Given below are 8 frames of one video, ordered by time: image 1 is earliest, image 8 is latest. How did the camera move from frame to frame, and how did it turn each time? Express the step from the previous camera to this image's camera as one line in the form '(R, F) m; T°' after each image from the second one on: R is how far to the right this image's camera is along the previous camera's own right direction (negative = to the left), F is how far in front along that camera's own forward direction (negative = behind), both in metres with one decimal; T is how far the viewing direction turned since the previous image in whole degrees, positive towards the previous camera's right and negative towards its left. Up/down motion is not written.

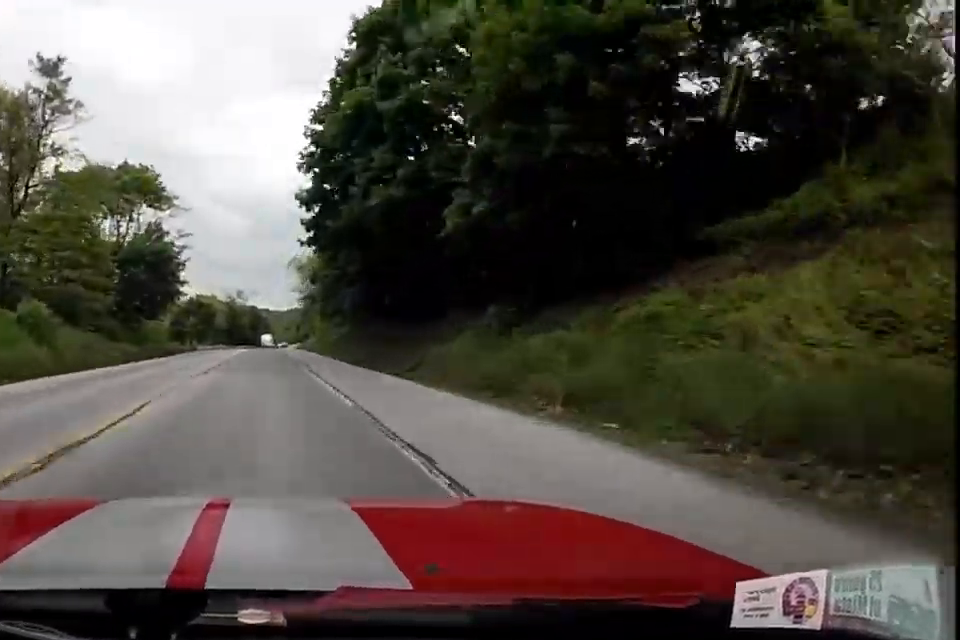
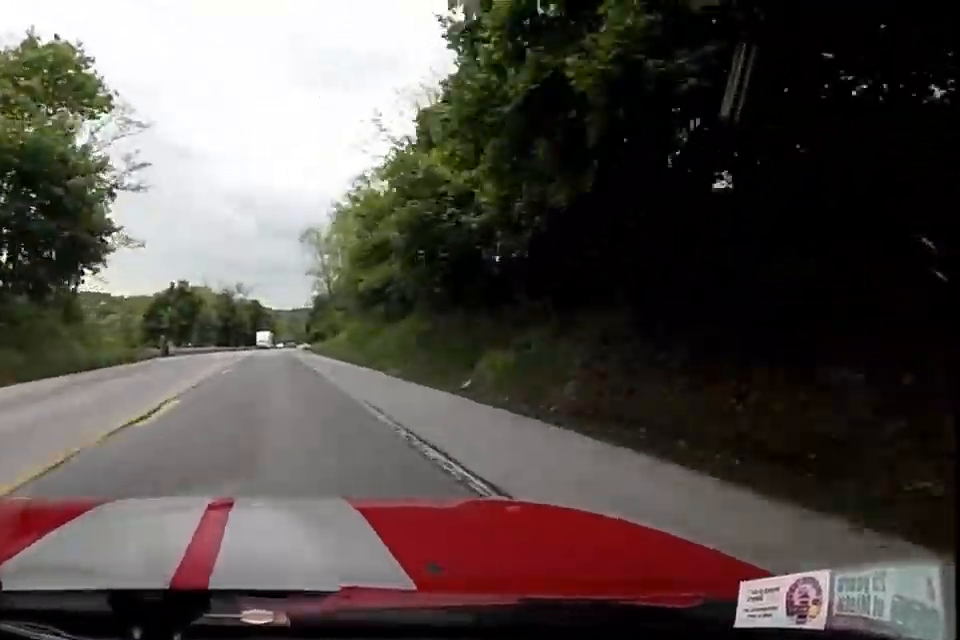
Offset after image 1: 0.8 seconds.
(0.0, +23.3) m; +1°
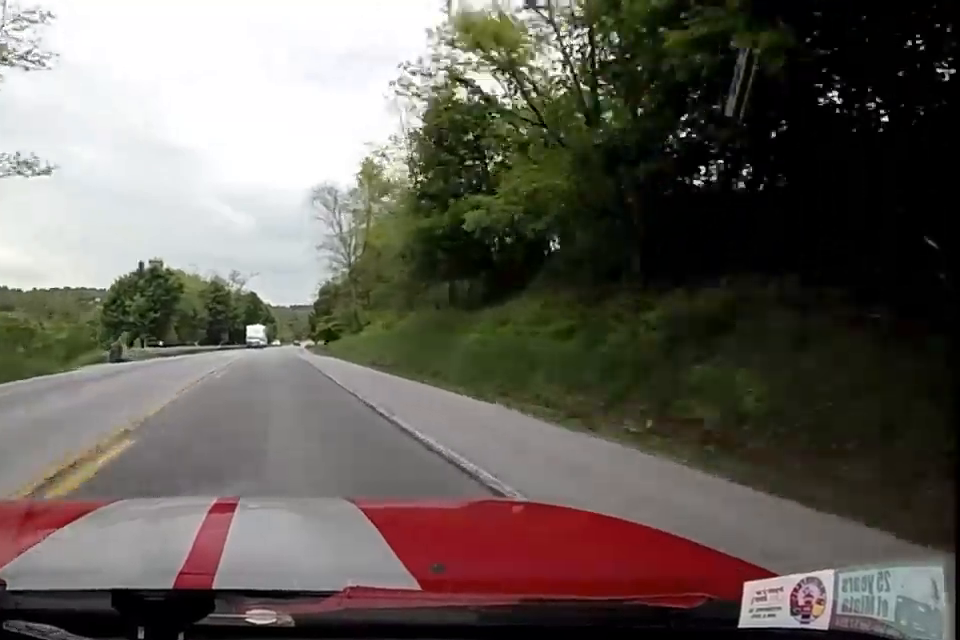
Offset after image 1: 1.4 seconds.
(+0.1, +16.8) m; 0°
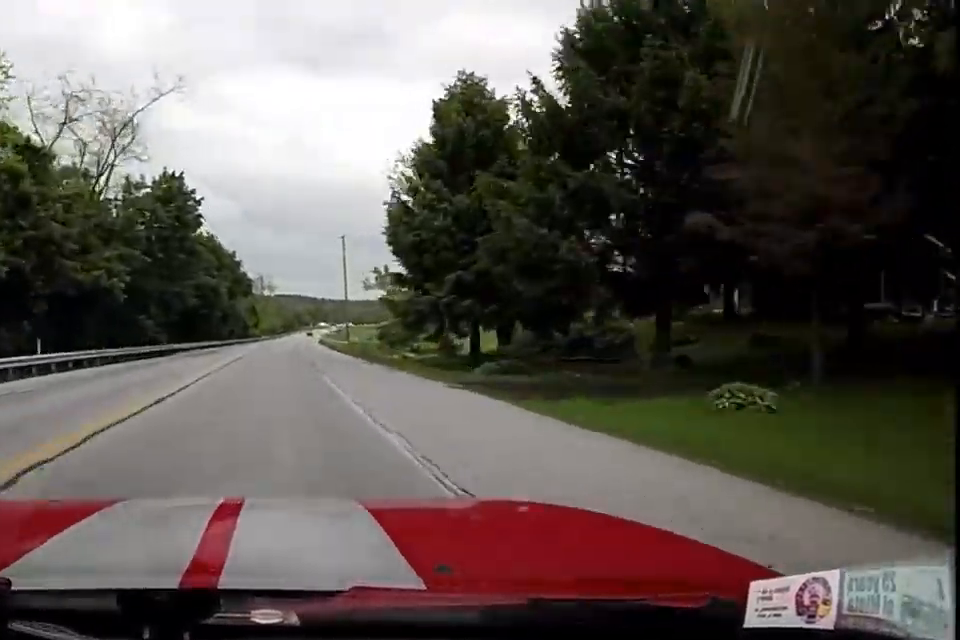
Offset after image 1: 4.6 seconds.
(+0.5, +87.8) m; 0°
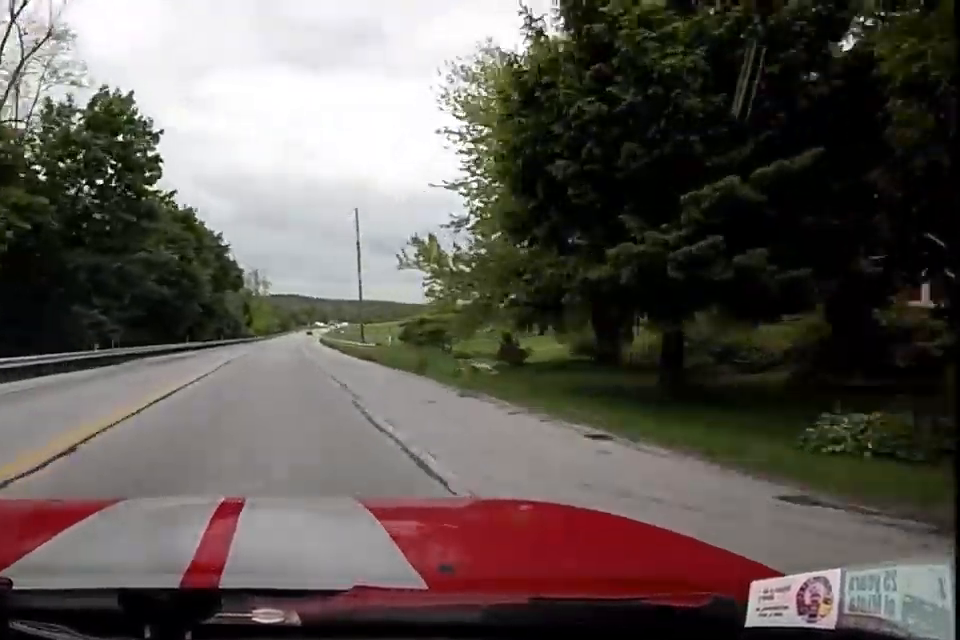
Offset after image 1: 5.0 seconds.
(-0.1, +13.3) m; 0°
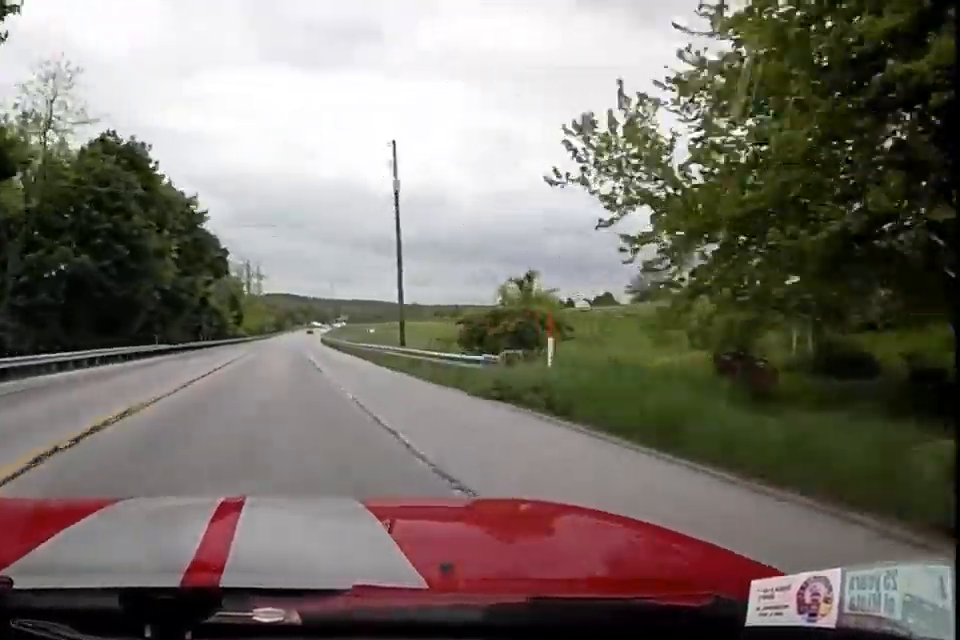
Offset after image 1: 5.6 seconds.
(0.0, +17.0) m; 0°
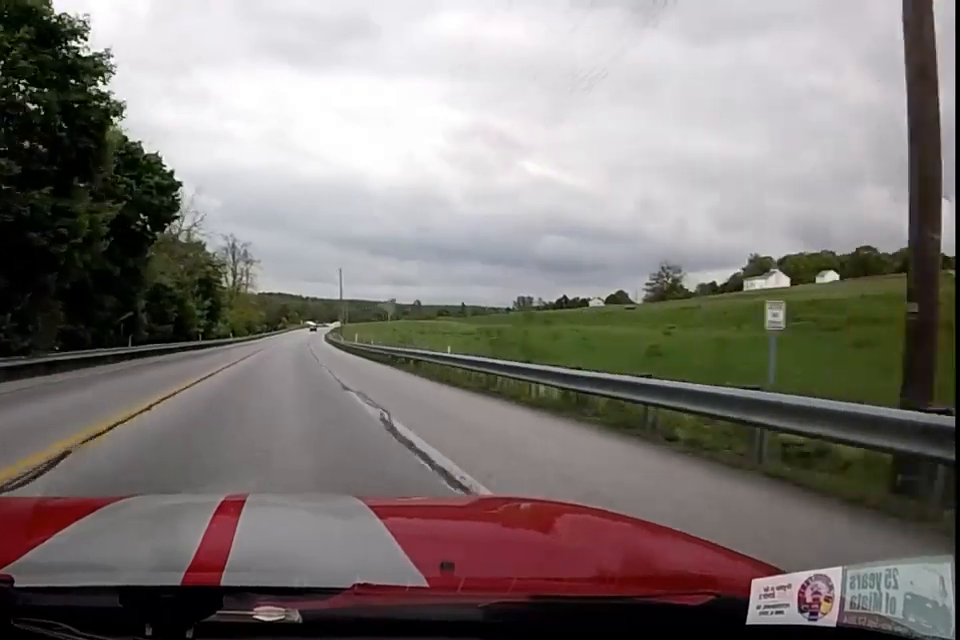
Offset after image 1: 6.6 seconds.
(0.0, +26.4) m; +1°
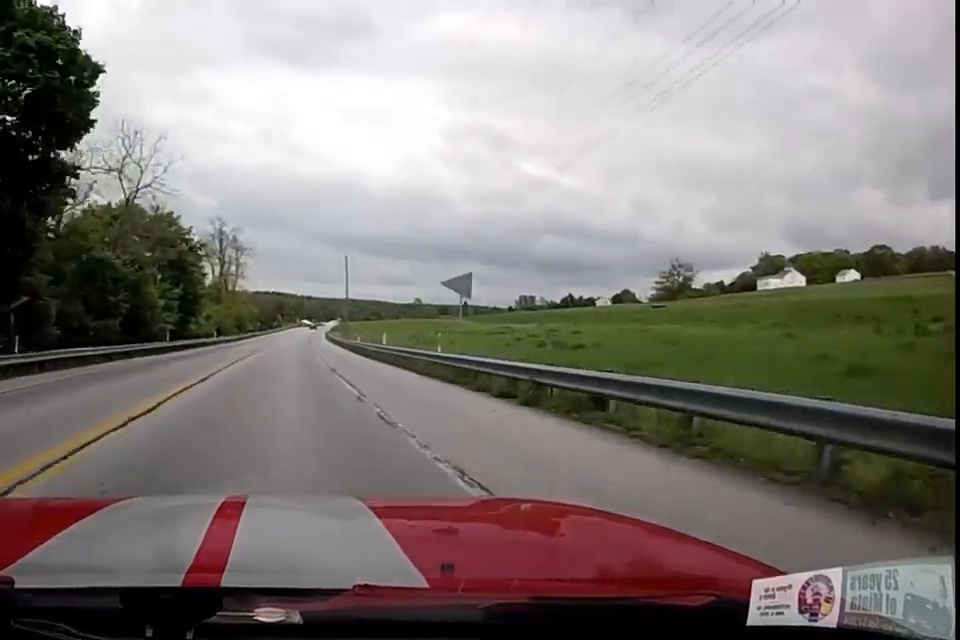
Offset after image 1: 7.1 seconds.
(-0.2, +14.1) m; +1°
